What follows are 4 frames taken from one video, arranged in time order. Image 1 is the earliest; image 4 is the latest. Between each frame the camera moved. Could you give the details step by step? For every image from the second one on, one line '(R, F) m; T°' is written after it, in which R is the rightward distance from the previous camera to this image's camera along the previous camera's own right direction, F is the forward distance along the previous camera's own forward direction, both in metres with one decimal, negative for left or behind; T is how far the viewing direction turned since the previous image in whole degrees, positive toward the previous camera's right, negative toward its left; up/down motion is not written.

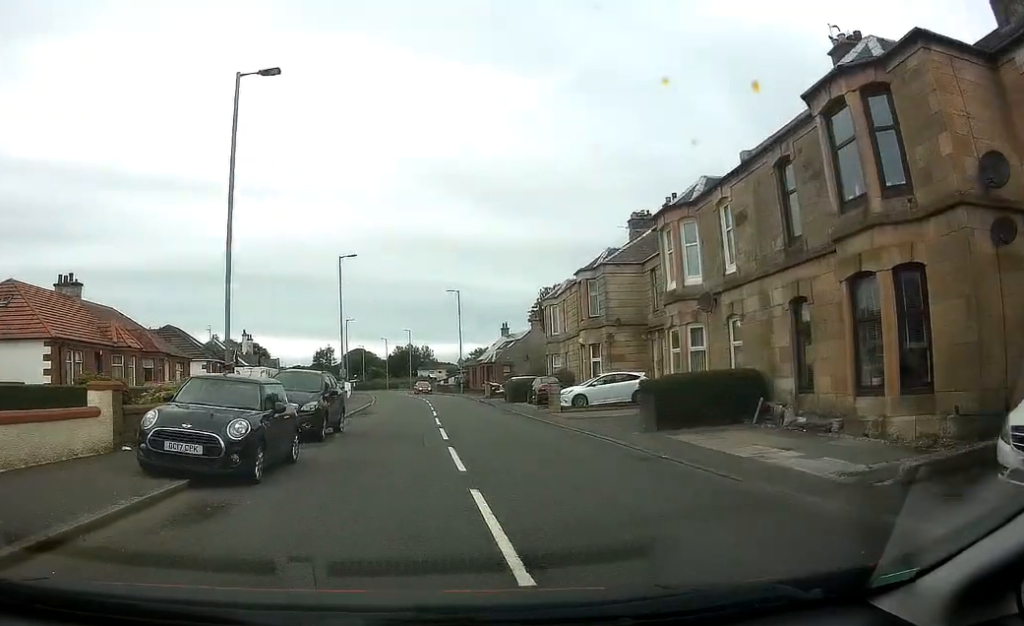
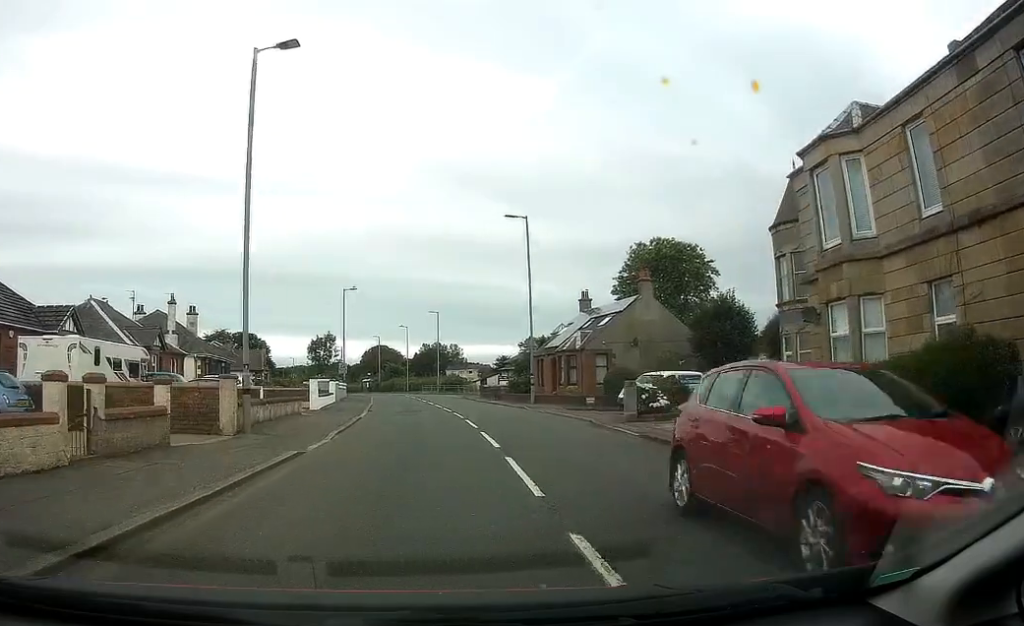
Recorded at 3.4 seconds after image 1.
(+2.1, +33.8) m; +2°
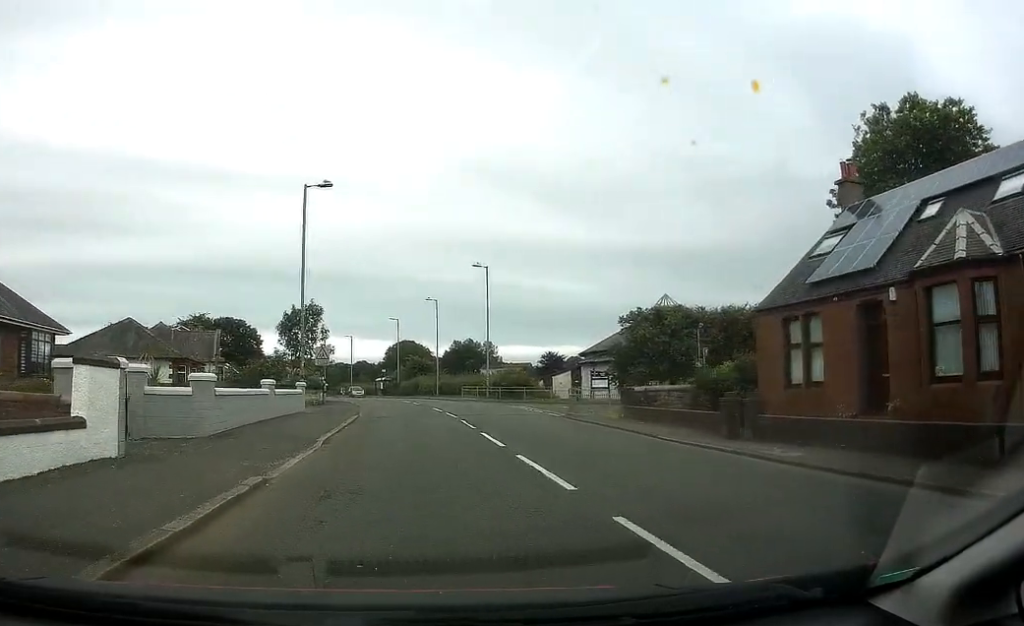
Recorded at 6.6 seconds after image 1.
(+0.6, +35.1) m; -1°
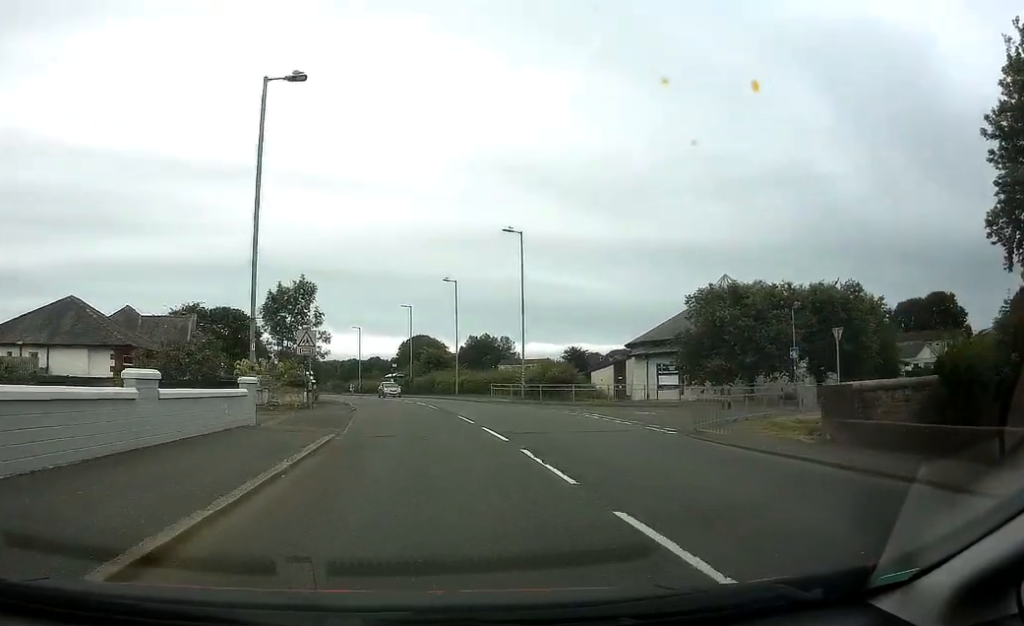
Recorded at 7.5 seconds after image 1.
(-0.6, +11.3) m; -2°
